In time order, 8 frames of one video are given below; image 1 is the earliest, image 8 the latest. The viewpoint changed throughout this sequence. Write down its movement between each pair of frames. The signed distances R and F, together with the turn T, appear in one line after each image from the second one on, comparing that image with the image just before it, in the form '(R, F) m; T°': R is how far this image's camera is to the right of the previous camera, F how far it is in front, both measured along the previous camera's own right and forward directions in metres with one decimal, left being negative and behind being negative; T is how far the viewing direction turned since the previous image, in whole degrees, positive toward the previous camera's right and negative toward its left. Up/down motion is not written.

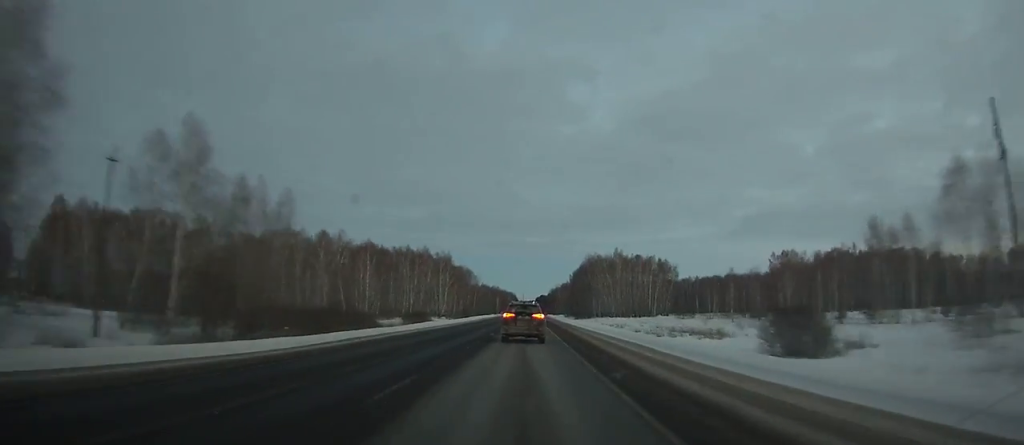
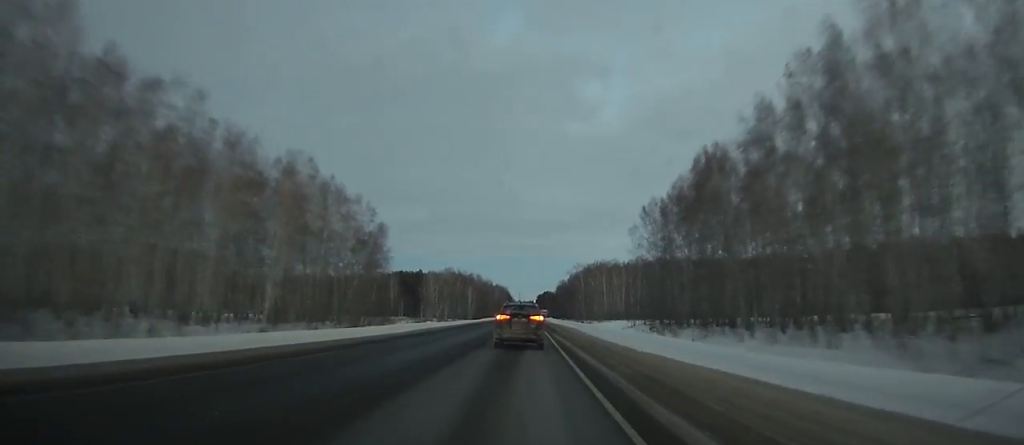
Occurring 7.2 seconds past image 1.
(+0.4, +177.3) m; 0°
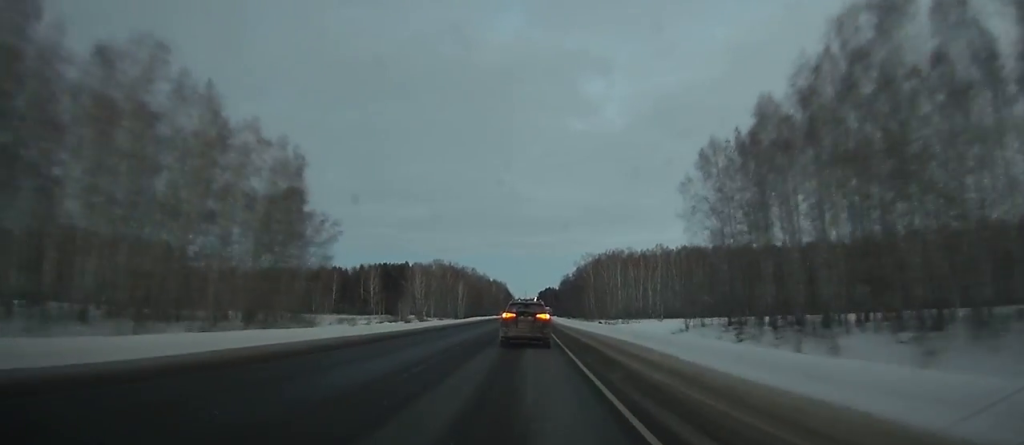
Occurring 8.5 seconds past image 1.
(-0.1, +32.0) m; 0°
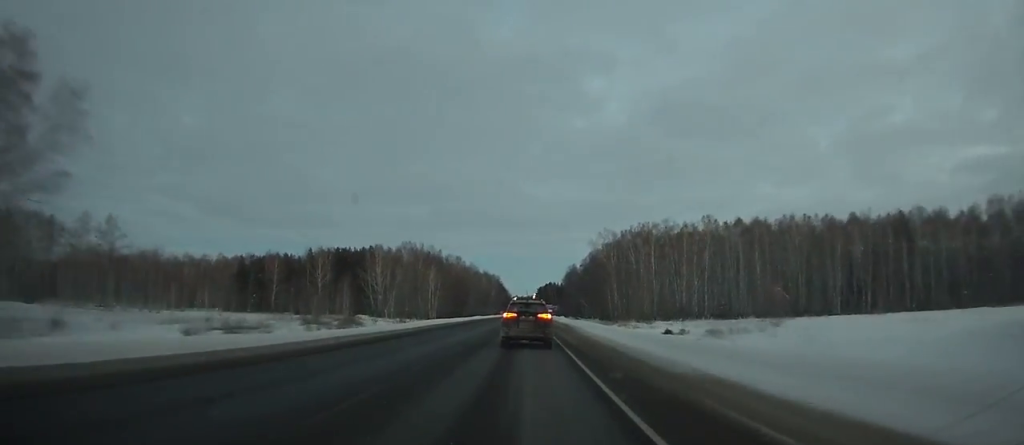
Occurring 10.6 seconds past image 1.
(0.0, +50.8) m; 0°
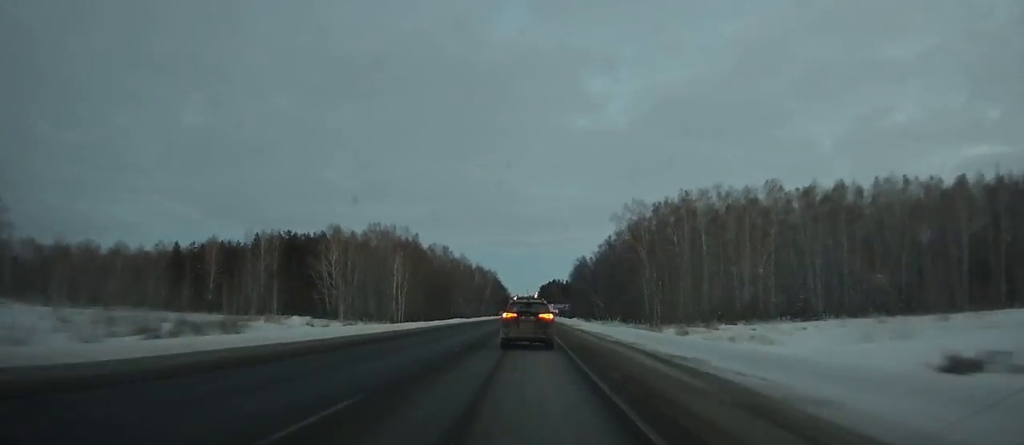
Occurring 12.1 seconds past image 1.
(0.0, +35.7) m; 0°
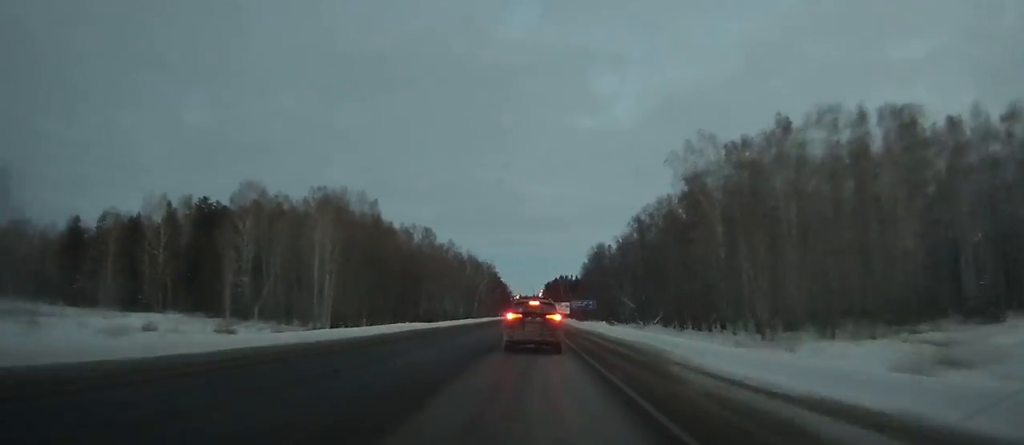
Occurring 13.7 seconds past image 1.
(-0.1, +37.1) m; 0°
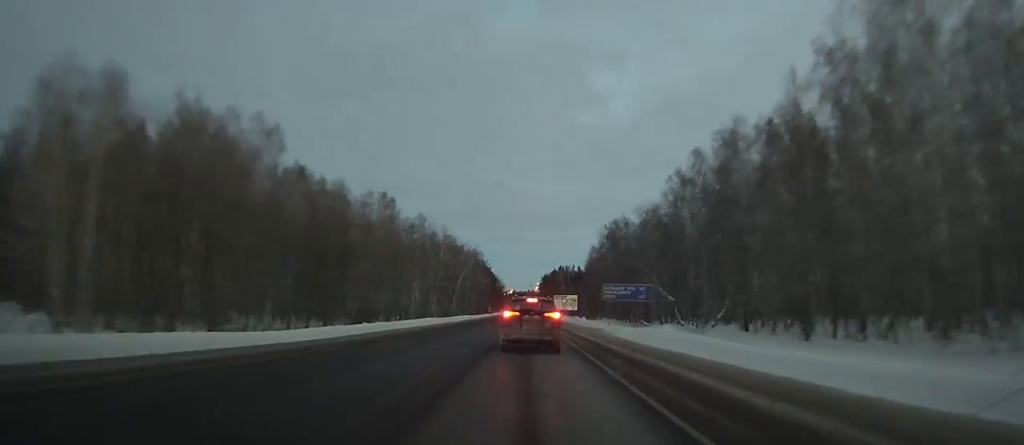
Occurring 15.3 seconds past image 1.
(0.0, +36.2) m; 0°
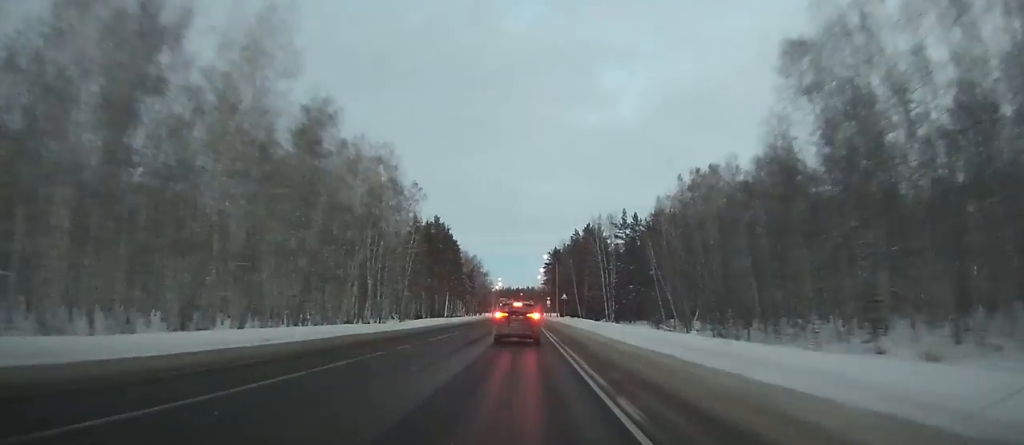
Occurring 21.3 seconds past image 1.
(+0.6, +124.8) m; 0°
